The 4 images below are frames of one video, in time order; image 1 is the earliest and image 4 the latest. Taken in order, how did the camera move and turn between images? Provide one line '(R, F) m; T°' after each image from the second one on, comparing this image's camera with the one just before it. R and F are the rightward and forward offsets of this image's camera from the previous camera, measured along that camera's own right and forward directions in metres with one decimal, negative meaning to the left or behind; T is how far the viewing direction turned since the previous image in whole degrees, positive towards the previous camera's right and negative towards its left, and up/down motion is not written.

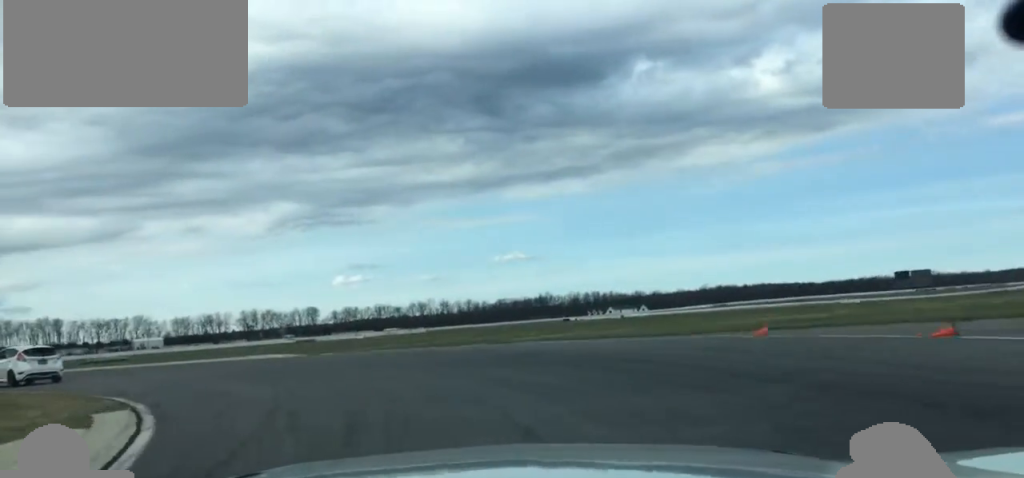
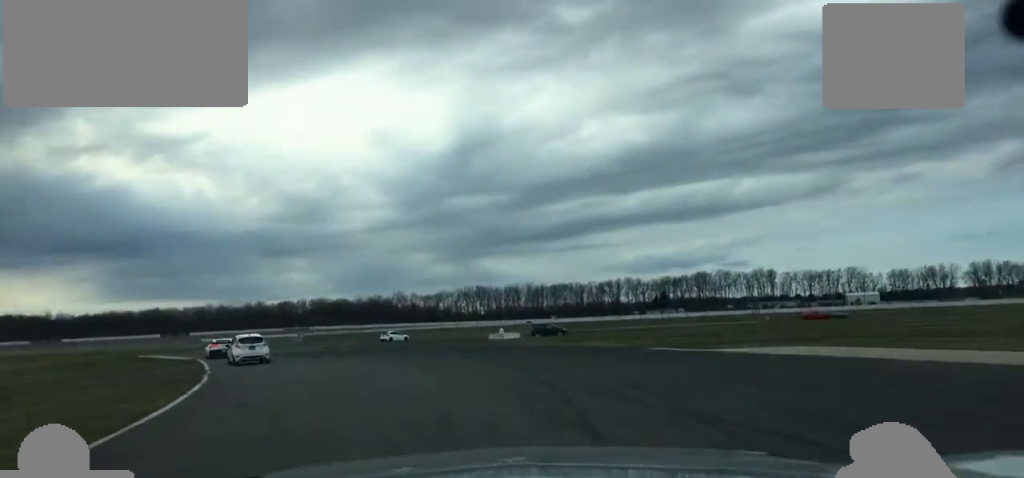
(-15.0, +32.8) m; -46°
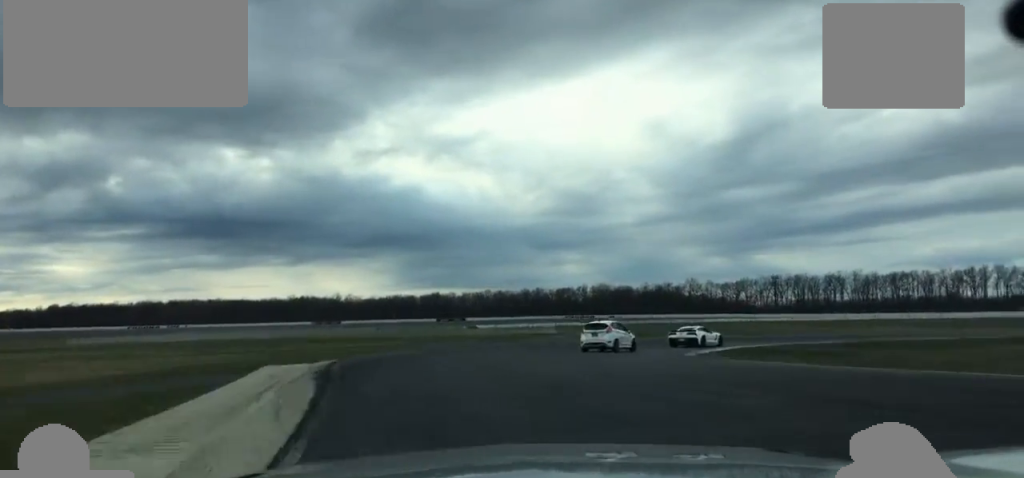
(-13.2, +56.4) m; -14°
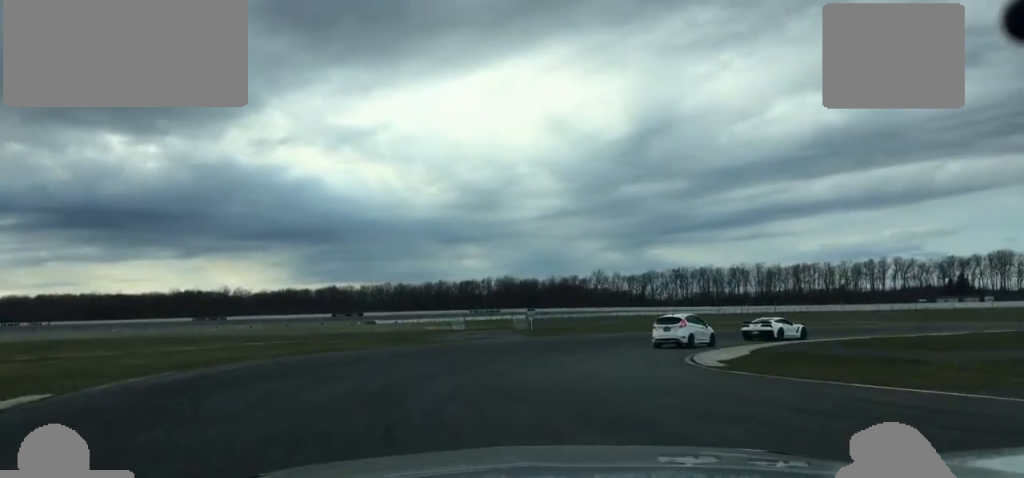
(+0.4, +15.1) m; +8°
